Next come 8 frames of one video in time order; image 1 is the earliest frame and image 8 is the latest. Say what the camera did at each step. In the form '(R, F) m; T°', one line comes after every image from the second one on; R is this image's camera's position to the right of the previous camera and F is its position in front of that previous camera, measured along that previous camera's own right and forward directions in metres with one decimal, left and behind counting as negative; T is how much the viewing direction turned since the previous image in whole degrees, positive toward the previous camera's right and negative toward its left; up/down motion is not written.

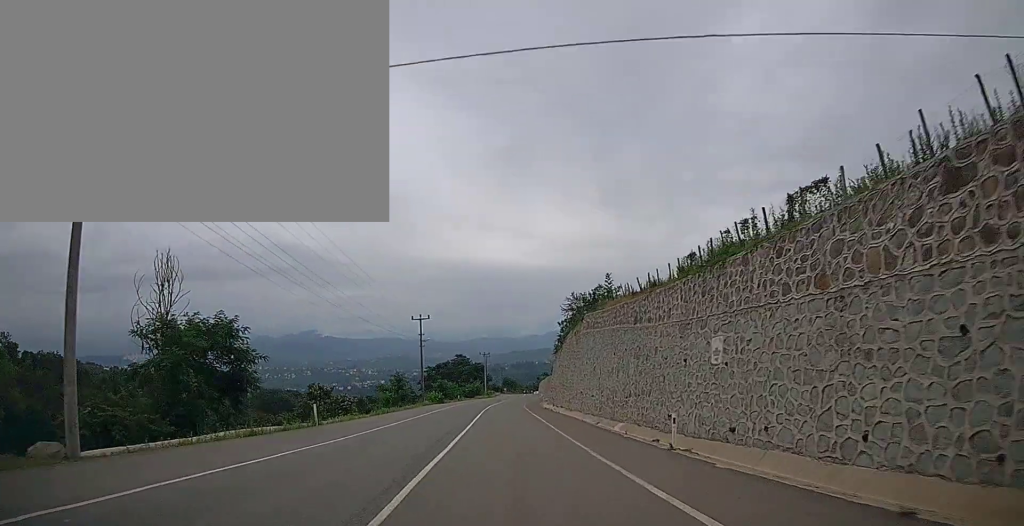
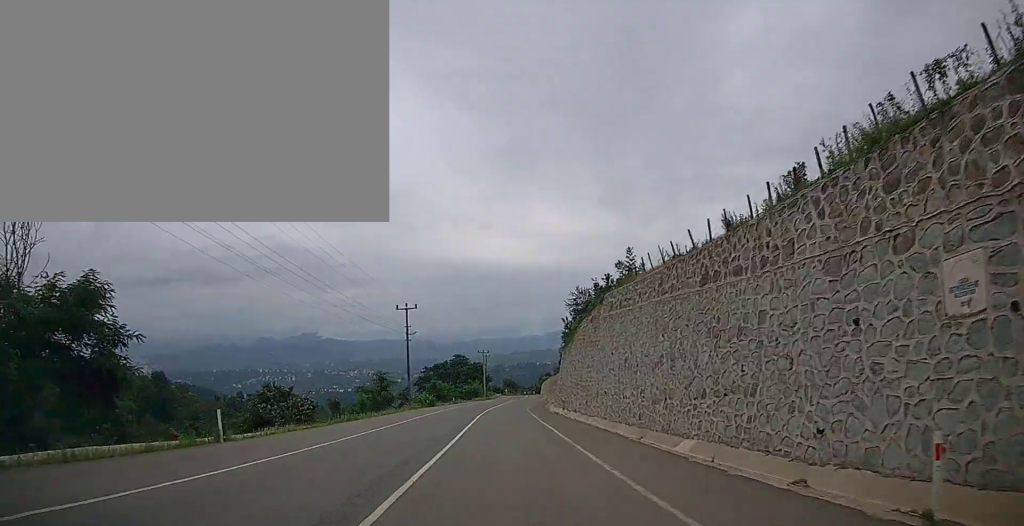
(0.0, +8.5) m; -1°
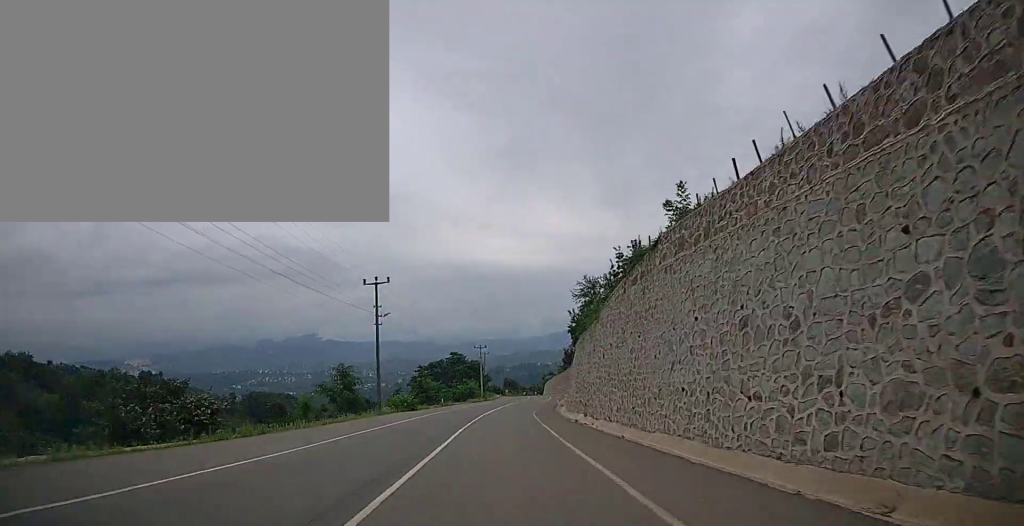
(-0.1, +12.7) m; 0°
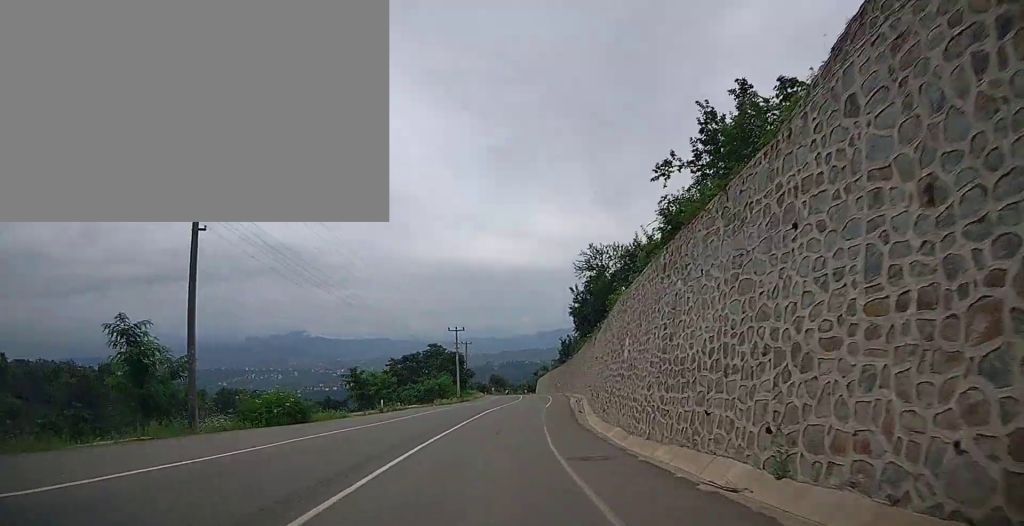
(+0.2, +23.2) m; +2°
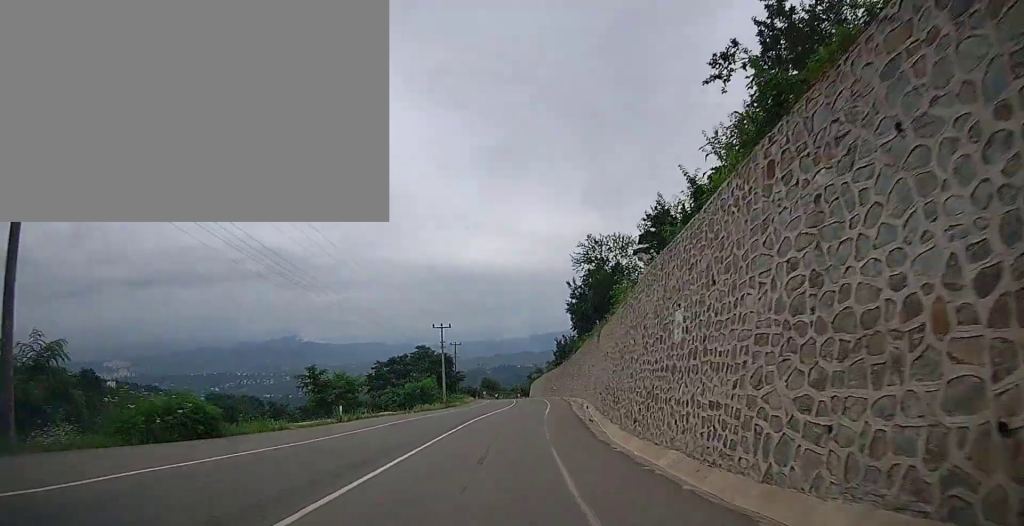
(+0.1, +7.3) m; +1°
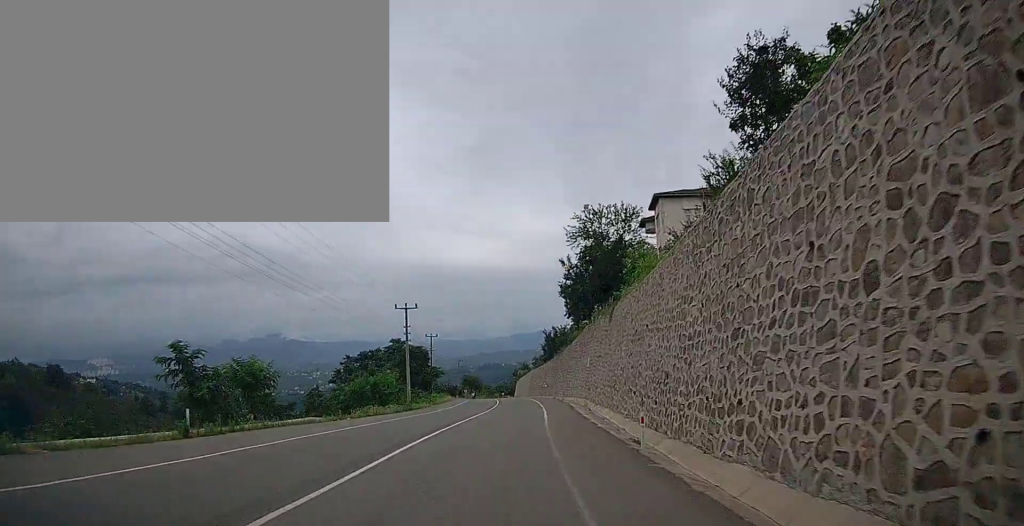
(+0.1, +12.8) m; +1°
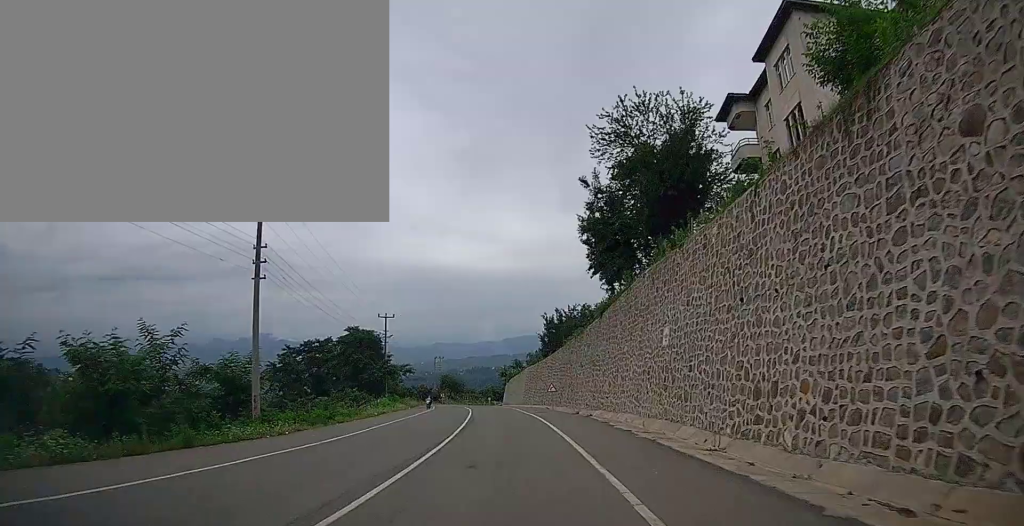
(+0.3, +28.8) m; +1°
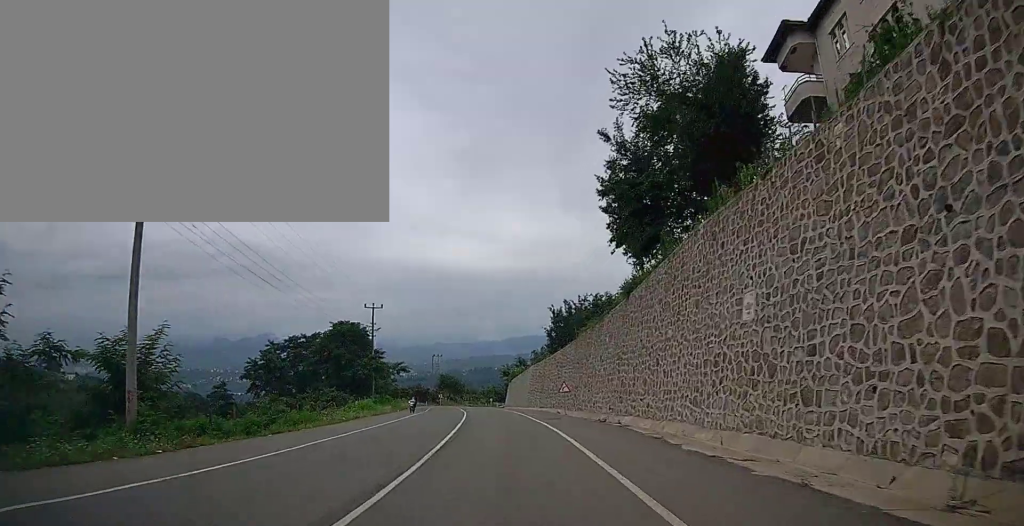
(0.0, +8.2) m; 0°
